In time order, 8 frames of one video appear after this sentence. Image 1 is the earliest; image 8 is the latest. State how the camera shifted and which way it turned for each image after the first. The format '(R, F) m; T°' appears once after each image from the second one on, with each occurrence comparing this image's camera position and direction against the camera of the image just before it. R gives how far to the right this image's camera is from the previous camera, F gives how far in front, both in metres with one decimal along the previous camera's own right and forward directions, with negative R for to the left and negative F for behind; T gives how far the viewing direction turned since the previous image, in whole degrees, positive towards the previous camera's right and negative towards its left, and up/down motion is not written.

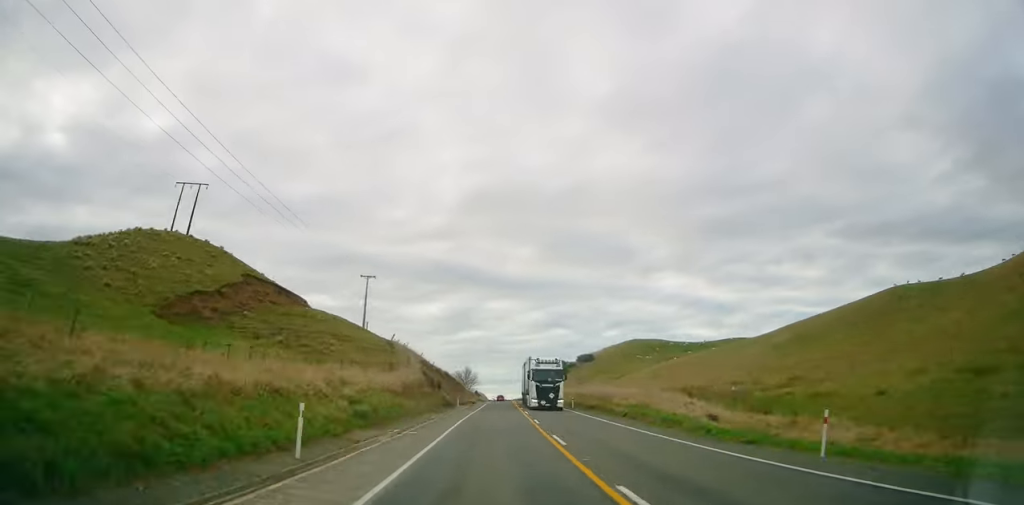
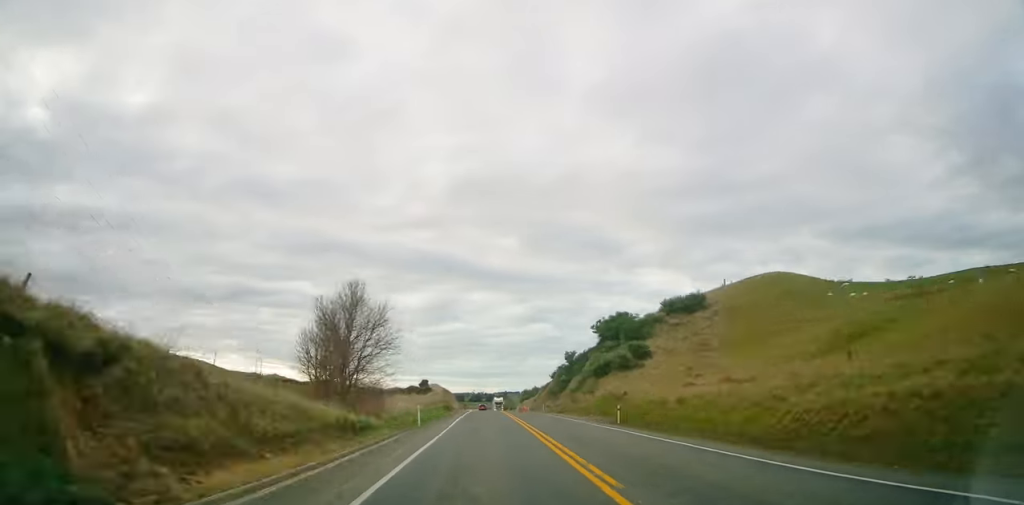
(+4.8, +104.8) m; +2°
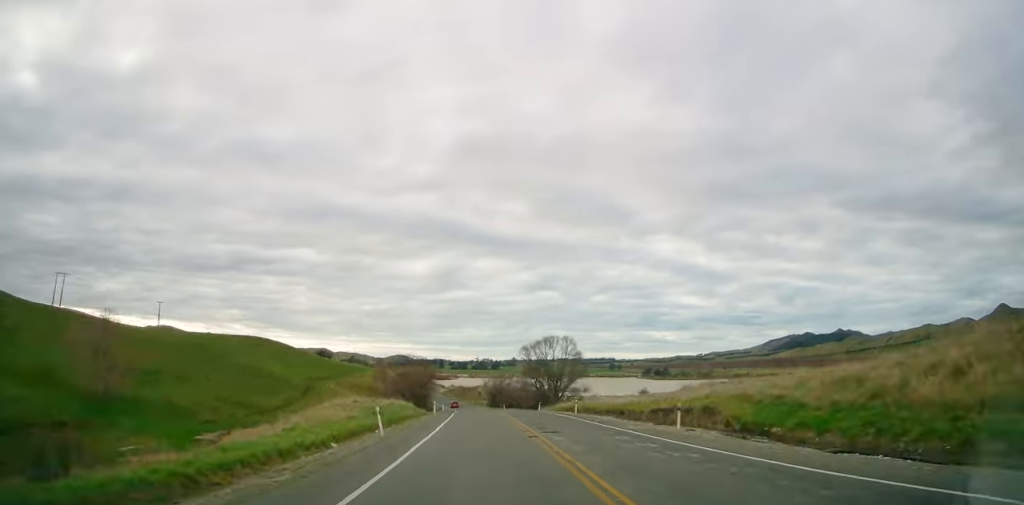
(-1.1, +182.6) m; -3°
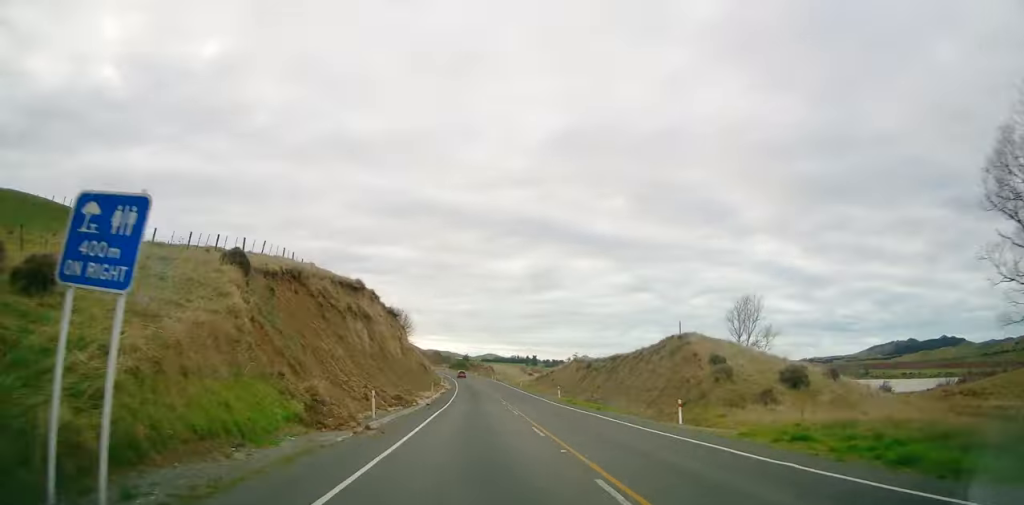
(-10.7, +140.4) m; -9°
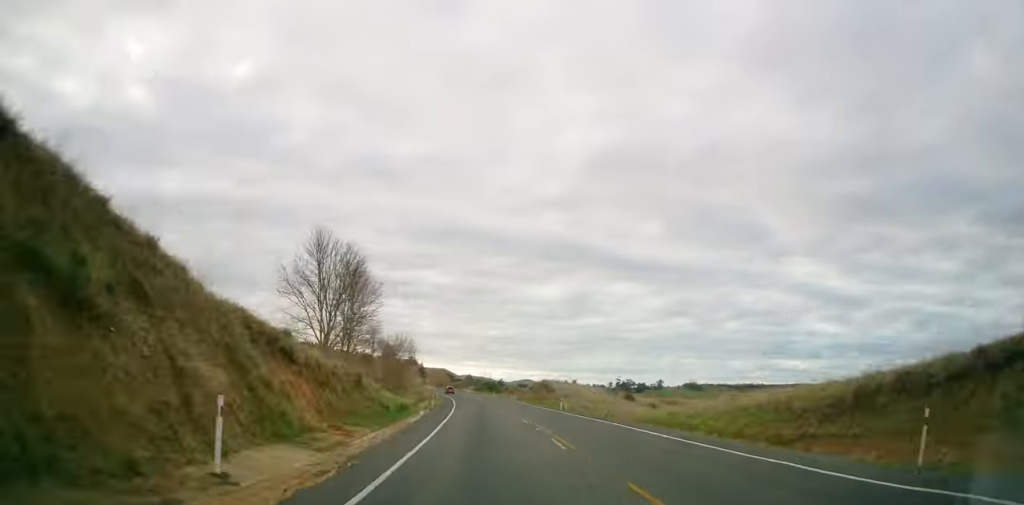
(-2.7, +69.8) m; -4°
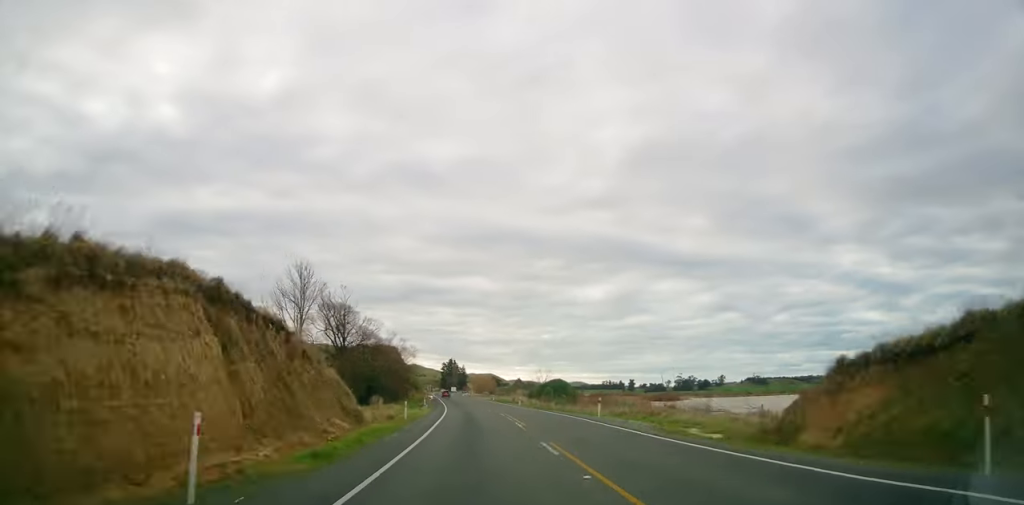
(-0.9, +70.0) m; -4°
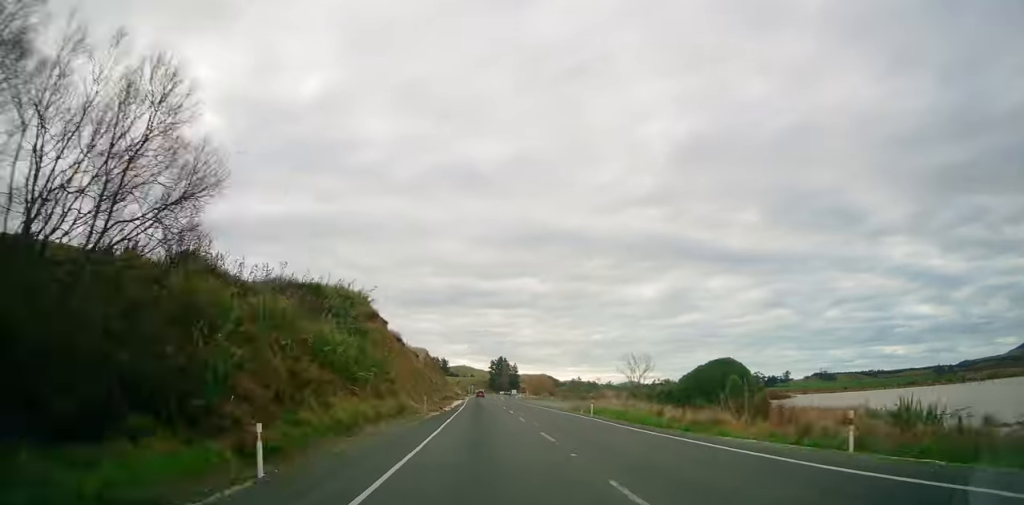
(-3.6, +56.0) m; -2°
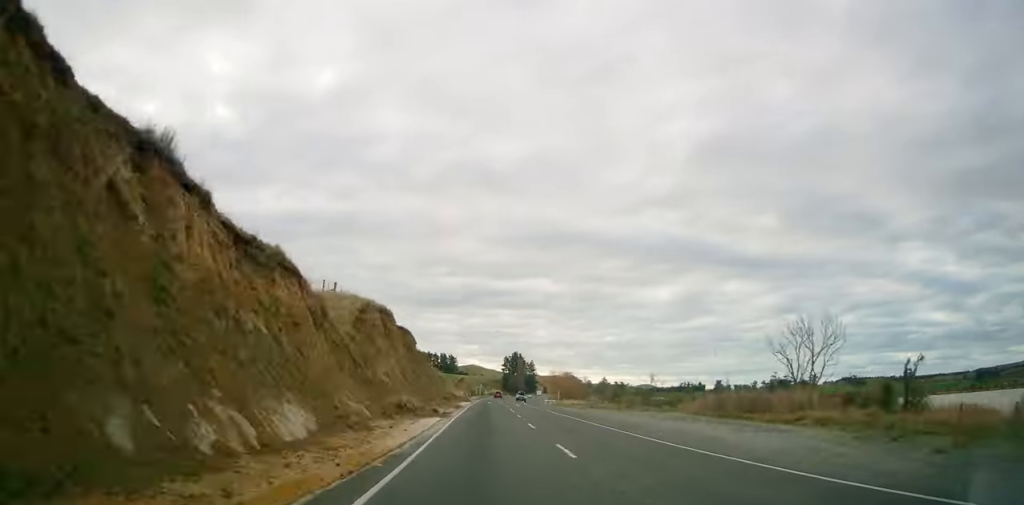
(-1.3, +52.7) m; -1°
